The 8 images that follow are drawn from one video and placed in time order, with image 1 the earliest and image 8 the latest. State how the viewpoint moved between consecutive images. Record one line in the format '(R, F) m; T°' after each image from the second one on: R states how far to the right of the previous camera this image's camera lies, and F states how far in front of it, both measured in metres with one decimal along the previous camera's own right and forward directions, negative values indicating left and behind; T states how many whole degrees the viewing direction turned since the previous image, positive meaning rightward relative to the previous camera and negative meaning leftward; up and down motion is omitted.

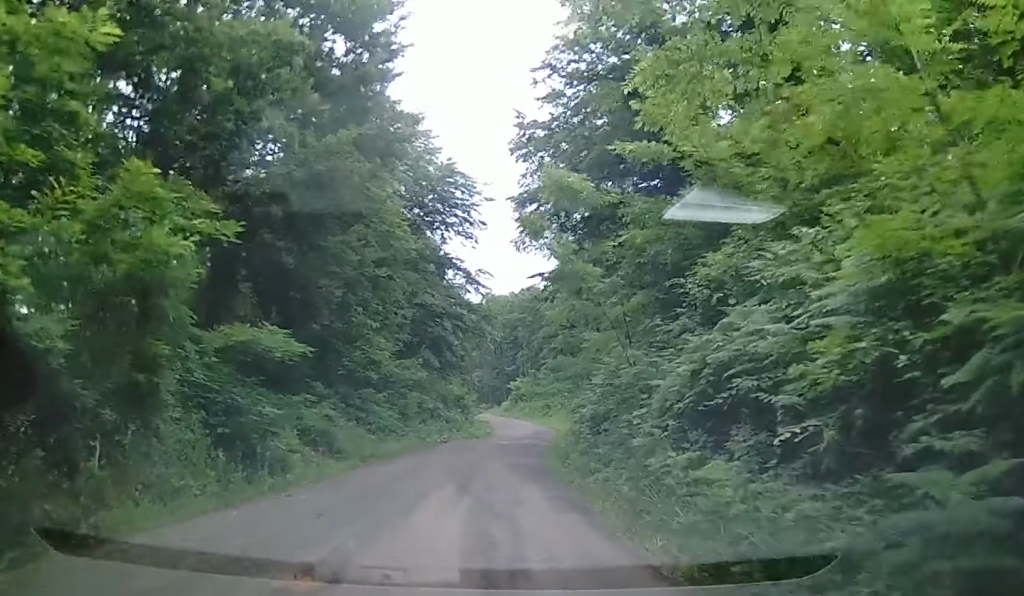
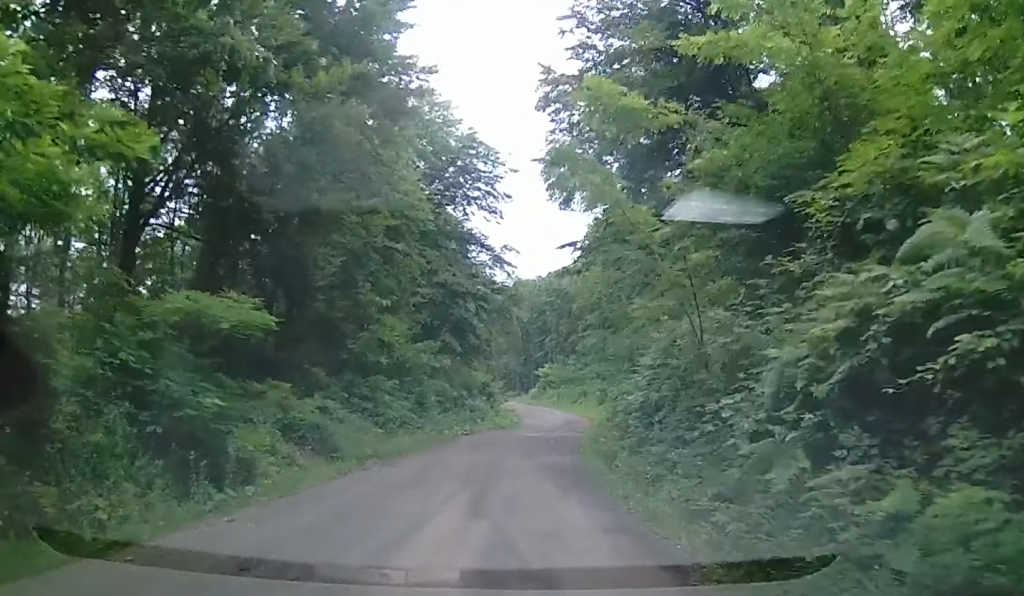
(0.0, +3.6) m; +3°
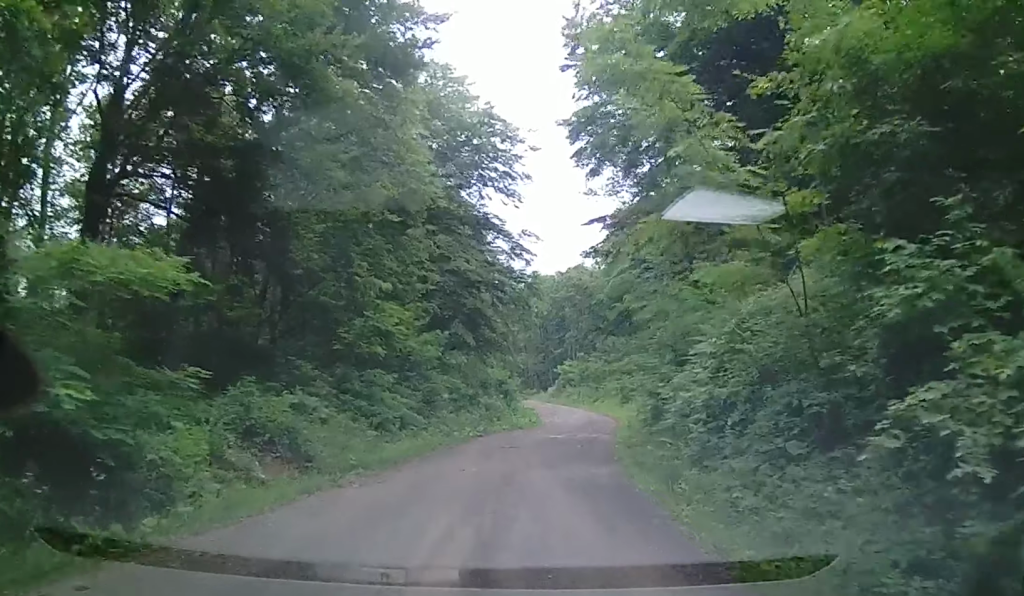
(+0.2, +3.7) m; -2°
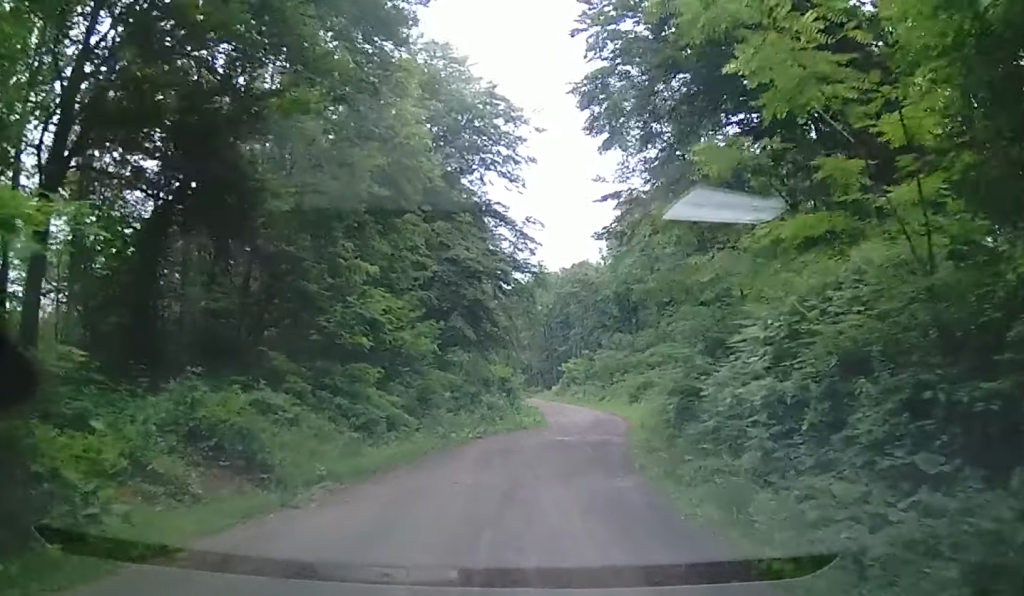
(+0.3, +2.6) m; -2°
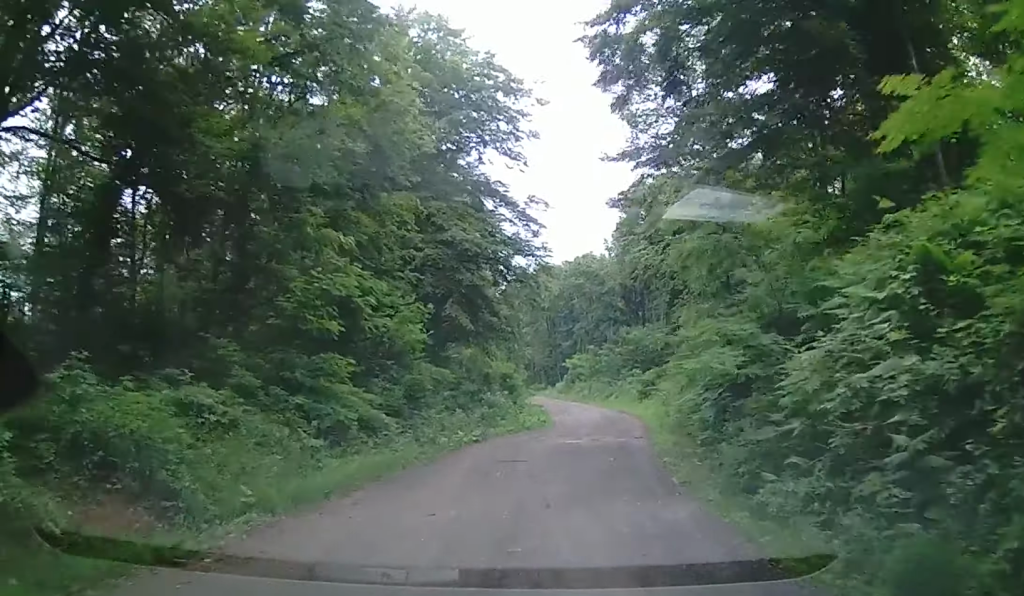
(-0.4, +3.3) m; -1°
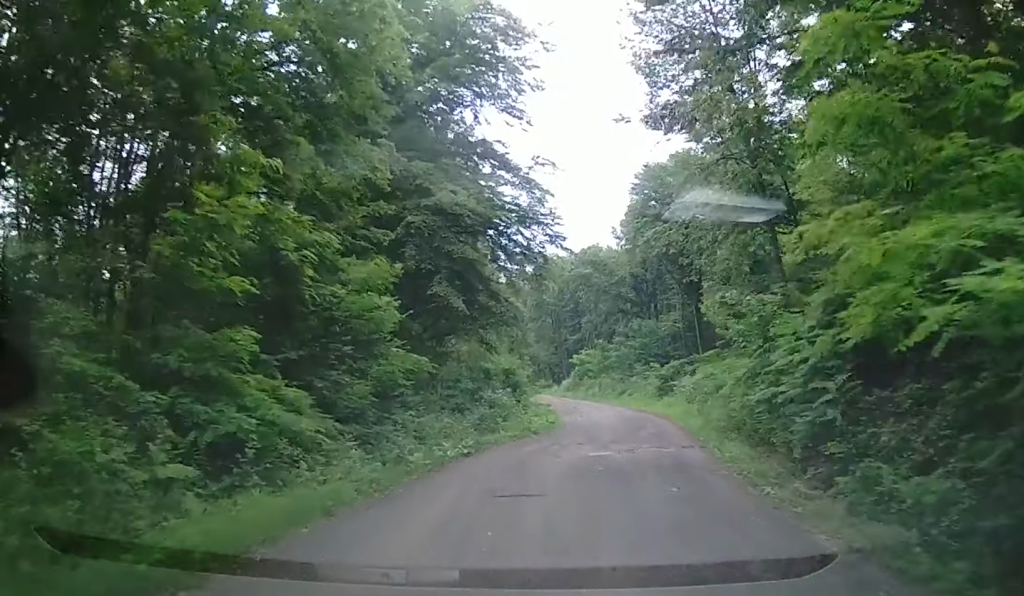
(-0.4, +5.4) m; 0°
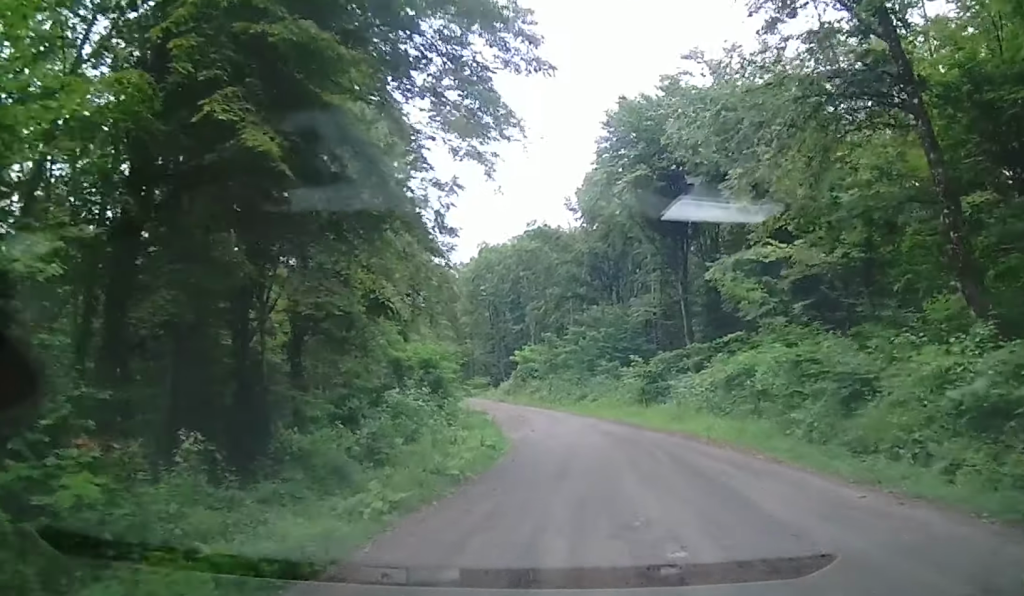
(+0.9, +15.1) m; +4°
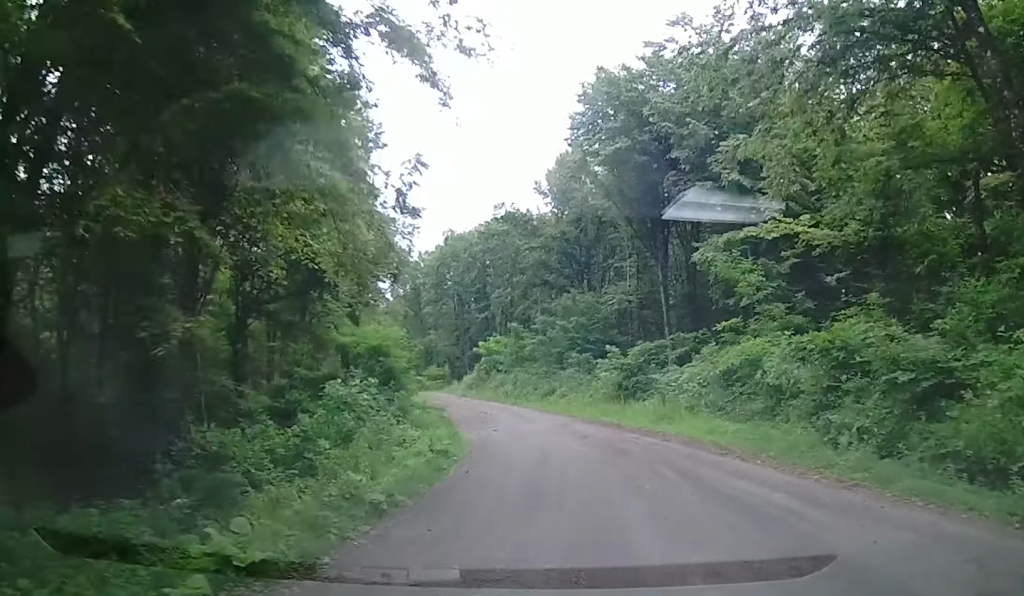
(-0.1, +4.0) m; +1°
